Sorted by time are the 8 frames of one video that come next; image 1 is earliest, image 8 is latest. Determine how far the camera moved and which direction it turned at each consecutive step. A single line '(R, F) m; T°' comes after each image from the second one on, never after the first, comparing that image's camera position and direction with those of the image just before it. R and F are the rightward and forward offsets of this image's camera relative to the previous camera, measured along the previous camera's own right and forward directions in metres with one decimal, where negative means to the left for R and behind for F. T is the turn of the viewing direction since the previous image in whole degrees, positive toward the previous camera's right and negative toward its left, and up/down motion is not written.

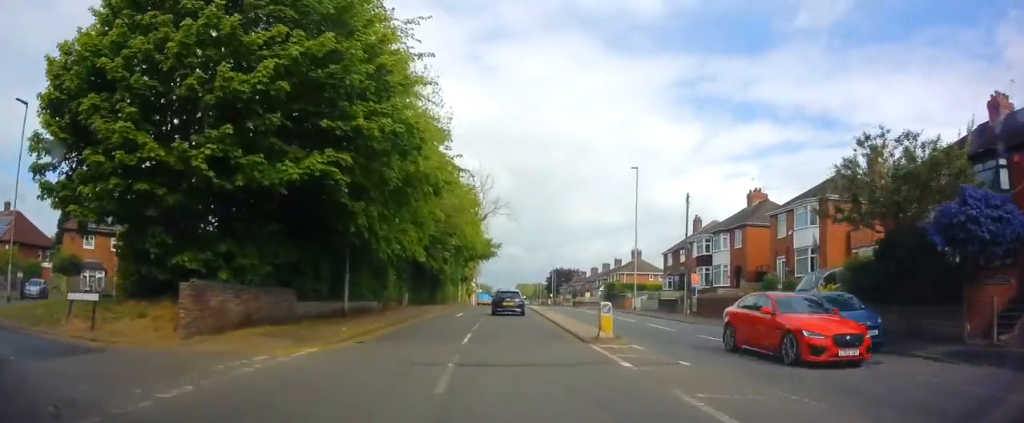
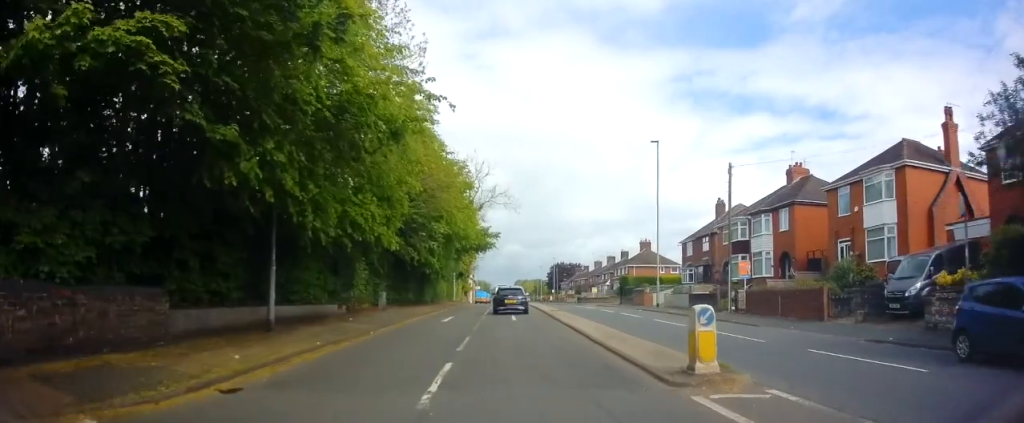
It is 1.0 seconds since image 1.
(-0.2, +7.6) m; 0°
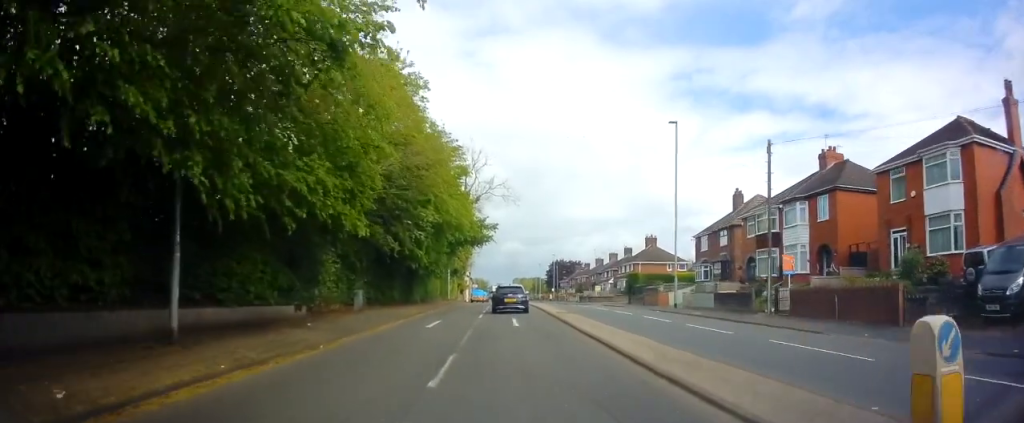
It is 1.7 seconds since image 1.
(+0.2, +4.7) m; -1°
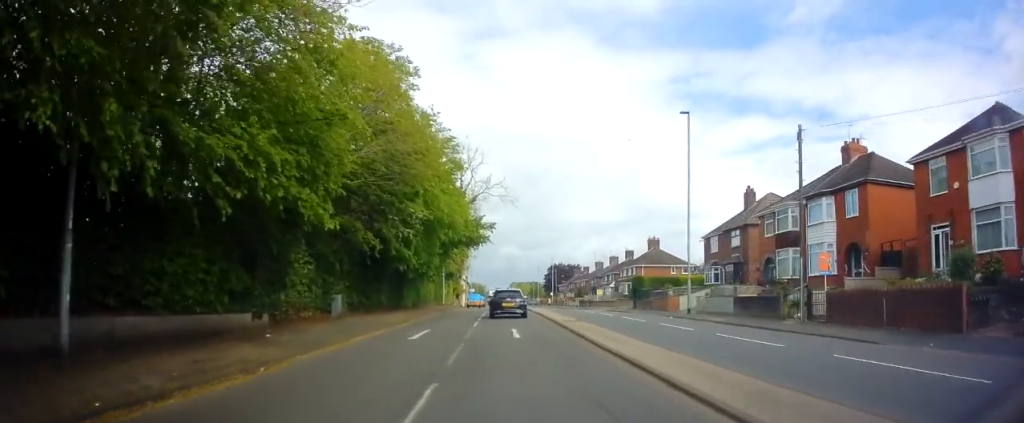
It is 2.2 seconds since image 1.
(0.0, +3.1) m; 0°
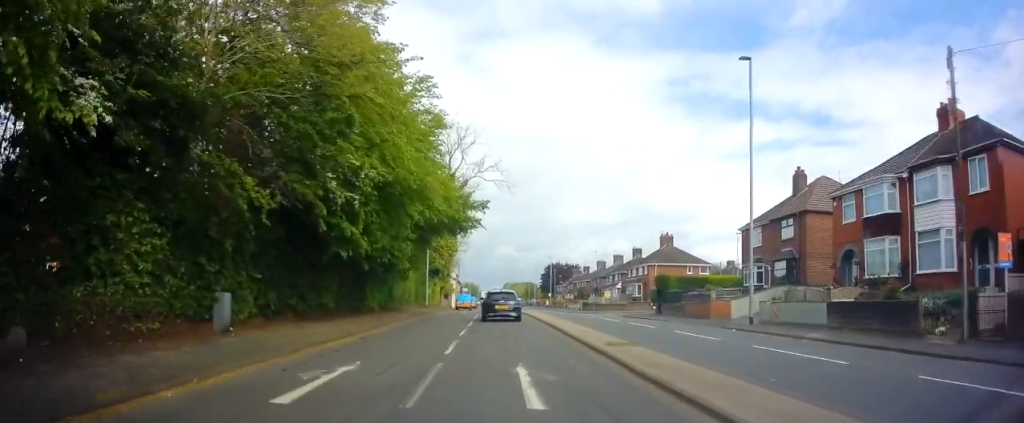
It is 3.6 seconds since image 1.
(-0.1, +9.3) m; +2°
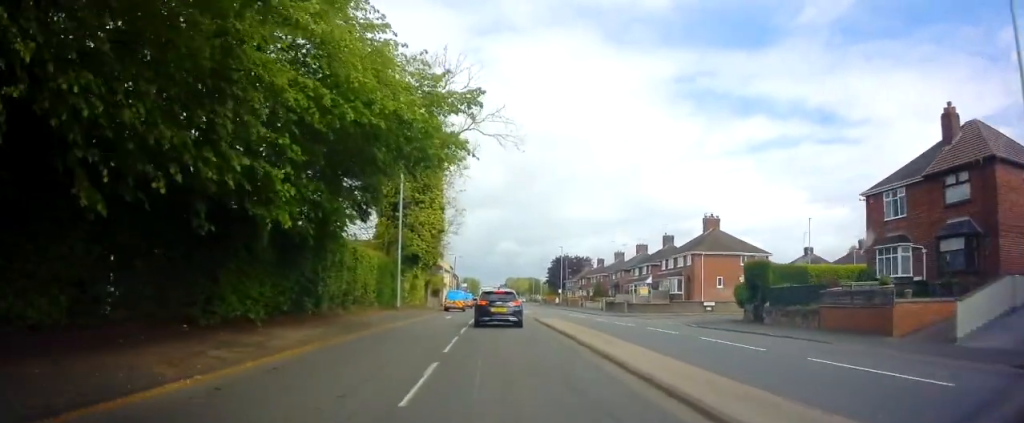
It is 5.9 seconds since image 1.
(+0.3, +15.6) m; +1°
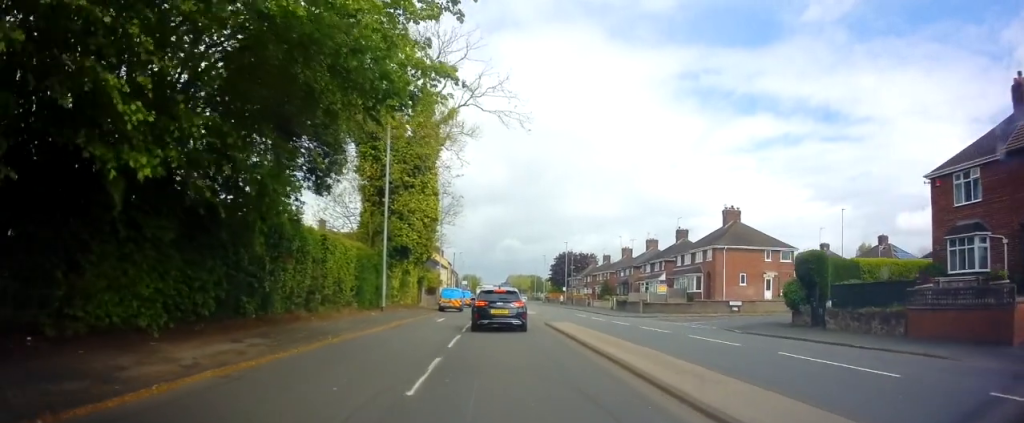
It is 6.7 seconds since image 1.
(-0.2, +5.4) m; -1°
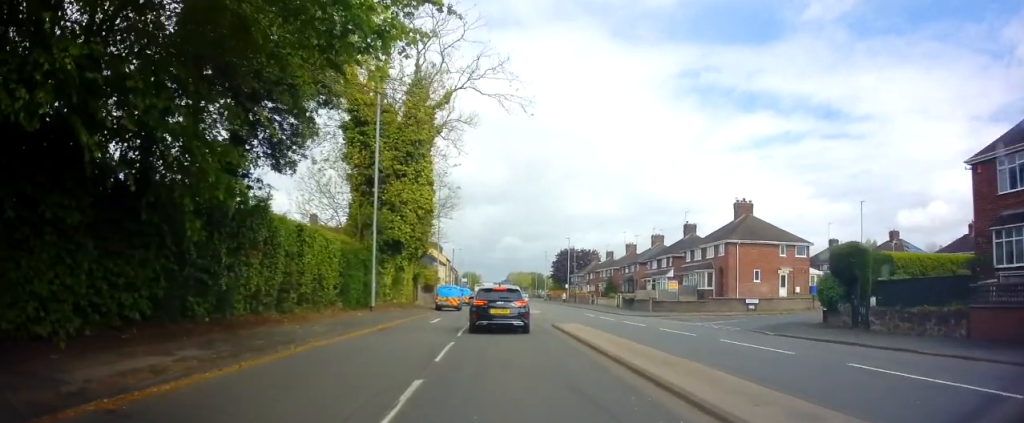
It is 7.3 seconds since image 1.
(0.0, +3.1) m; 0°
